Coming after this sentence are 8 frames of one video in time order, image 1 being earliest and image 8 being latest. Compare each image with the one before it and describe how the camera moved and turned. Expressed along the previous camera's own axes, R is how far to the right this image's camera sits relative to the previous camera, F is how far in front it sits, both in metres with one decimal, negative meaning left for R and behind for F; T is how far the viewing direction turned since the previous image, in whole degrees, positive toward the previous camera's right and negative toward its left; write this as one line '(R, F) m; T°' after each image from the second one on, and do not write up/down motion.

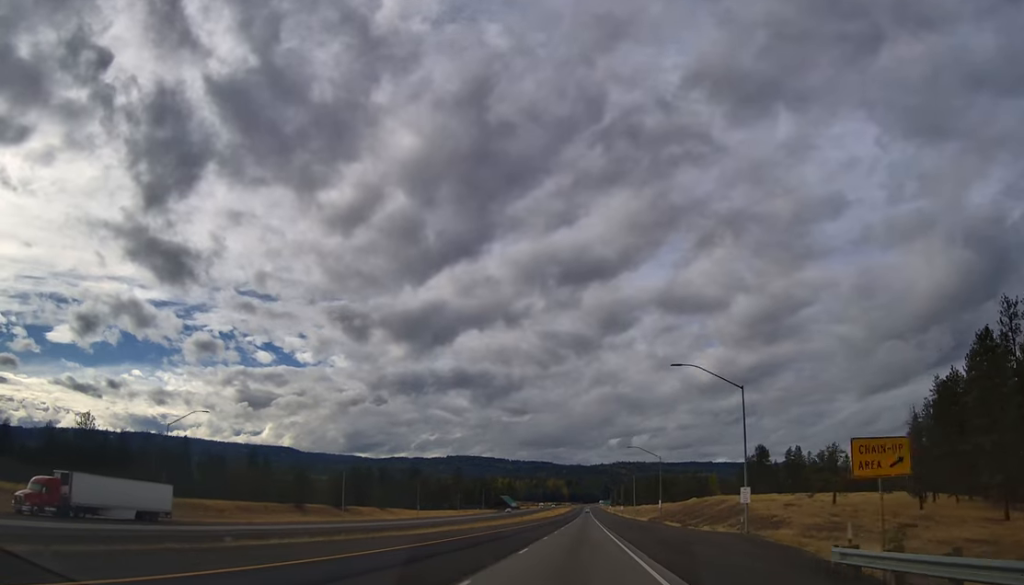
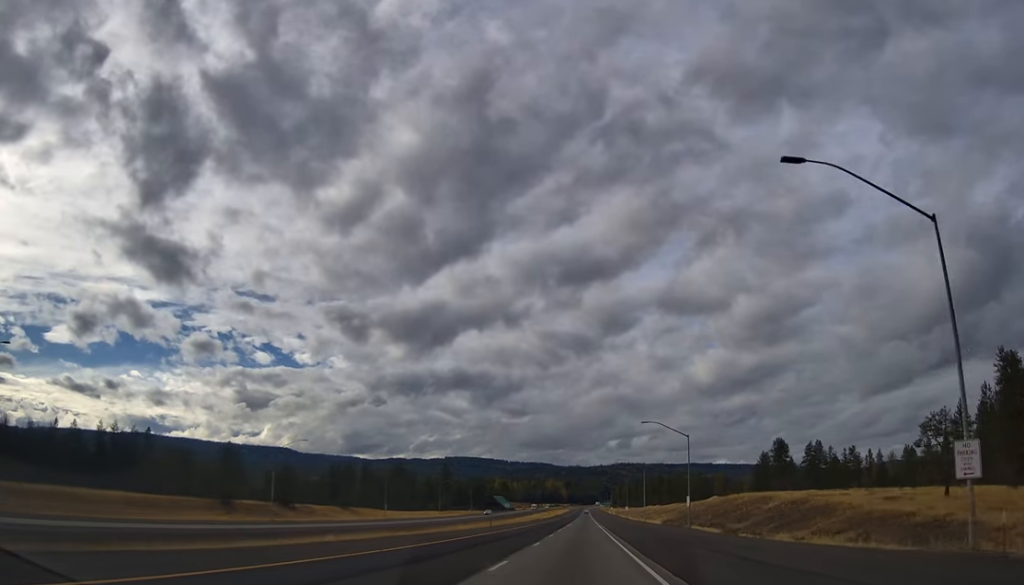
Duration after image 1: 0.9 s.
(0.0, +31.2) m; 0°
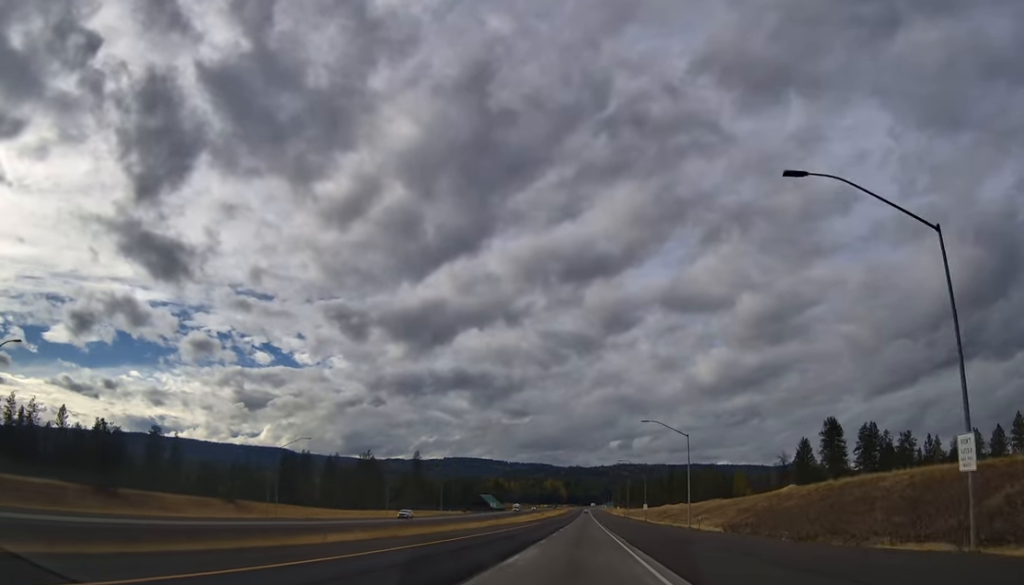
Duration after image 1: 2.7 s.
(-0.2, +59.1) m; 0°
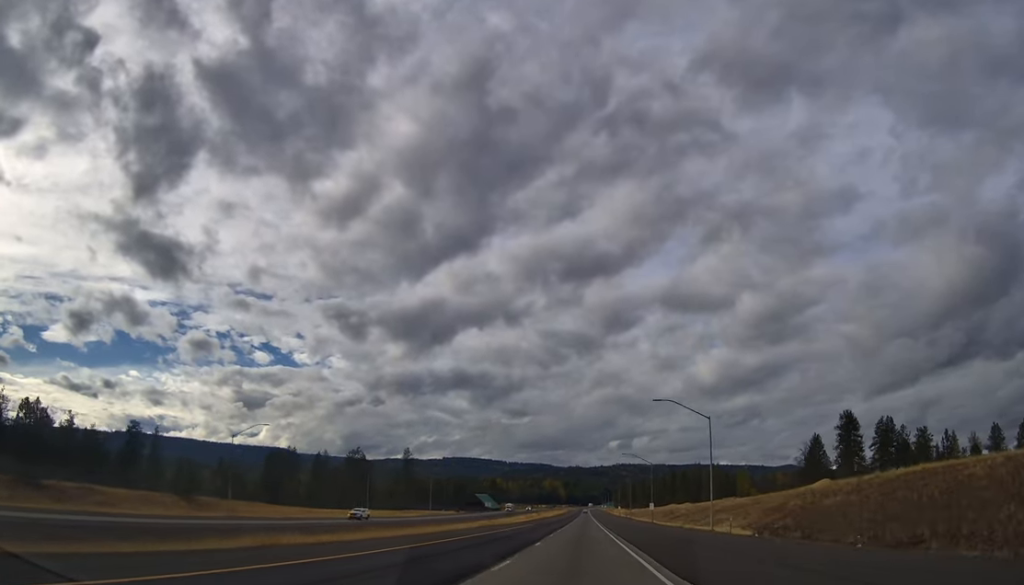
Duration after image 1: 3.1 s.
(0.0, +14.6) m; 0°
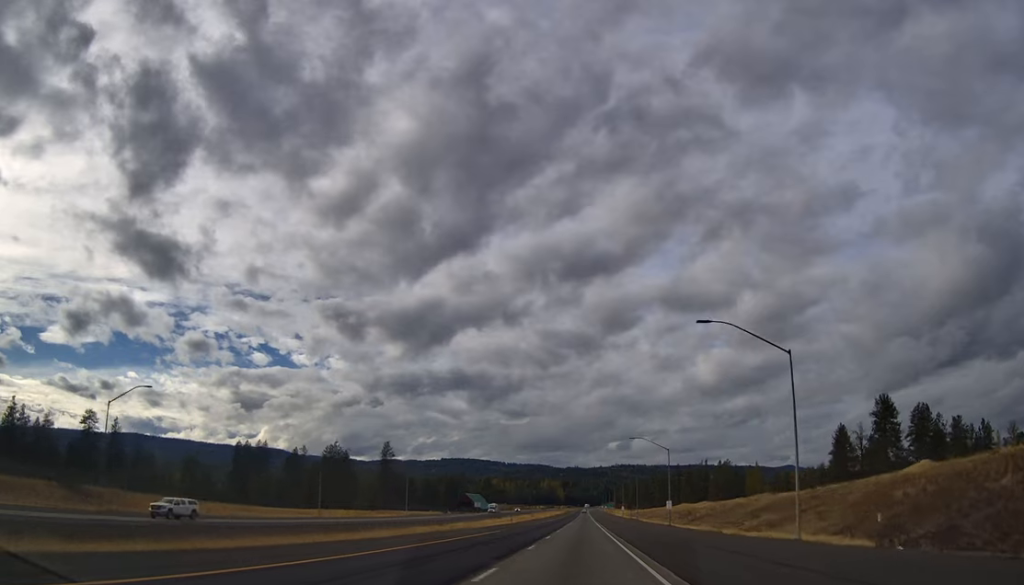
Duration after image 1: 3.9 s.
(0.0, +26.9) m; 0°
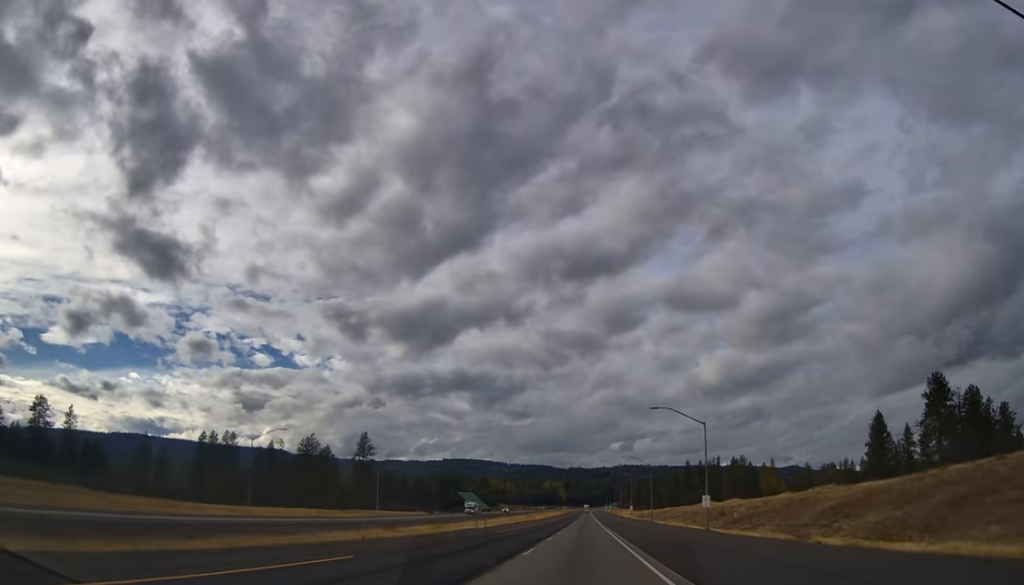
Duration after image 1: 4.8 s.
(+0.1, +27.9) m; 0°
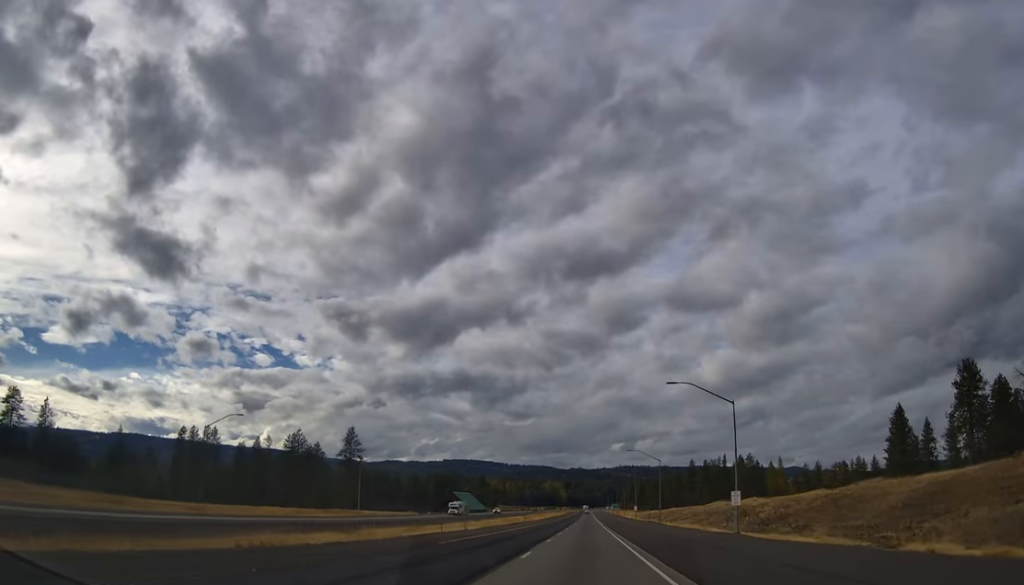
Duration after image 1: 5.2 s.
(+0.1, +13.4) m; 0°
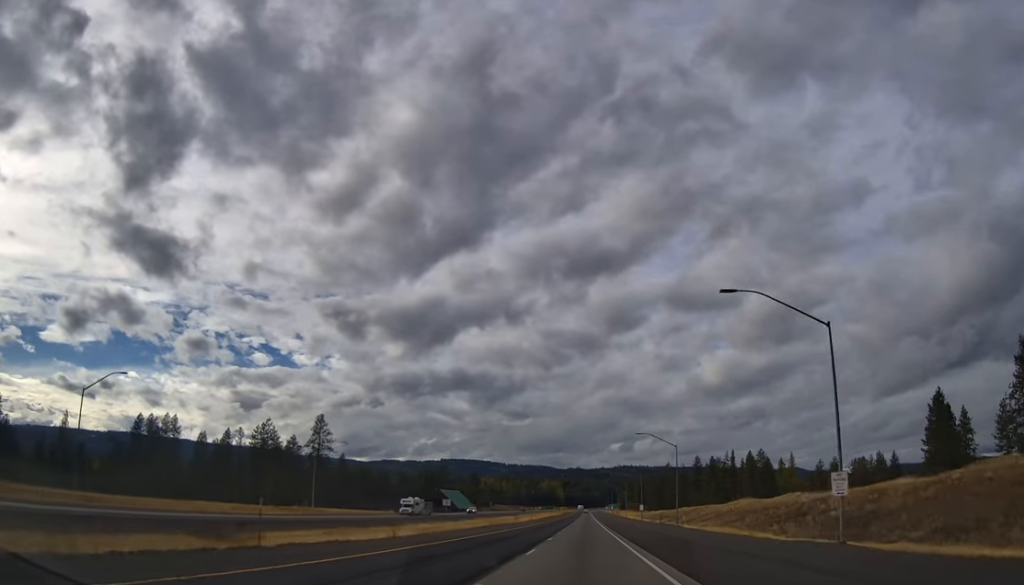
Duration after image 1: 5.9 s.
(-0.1, +23.4) m; 0°
